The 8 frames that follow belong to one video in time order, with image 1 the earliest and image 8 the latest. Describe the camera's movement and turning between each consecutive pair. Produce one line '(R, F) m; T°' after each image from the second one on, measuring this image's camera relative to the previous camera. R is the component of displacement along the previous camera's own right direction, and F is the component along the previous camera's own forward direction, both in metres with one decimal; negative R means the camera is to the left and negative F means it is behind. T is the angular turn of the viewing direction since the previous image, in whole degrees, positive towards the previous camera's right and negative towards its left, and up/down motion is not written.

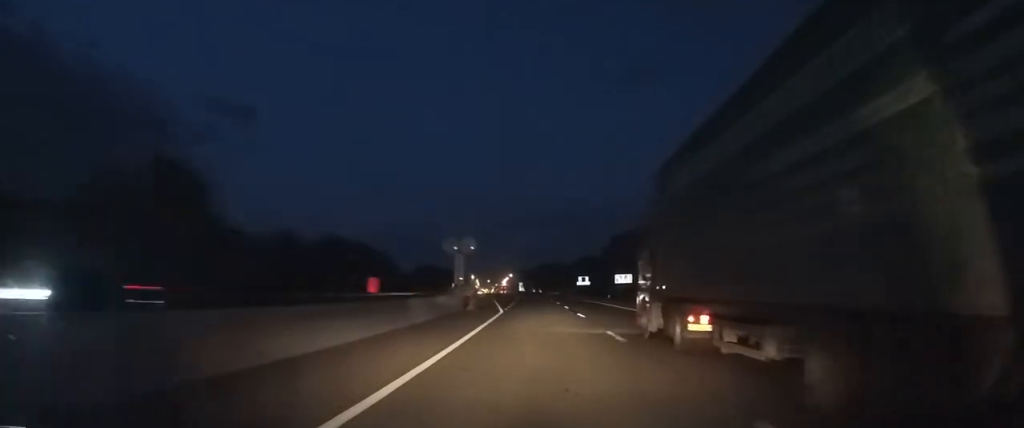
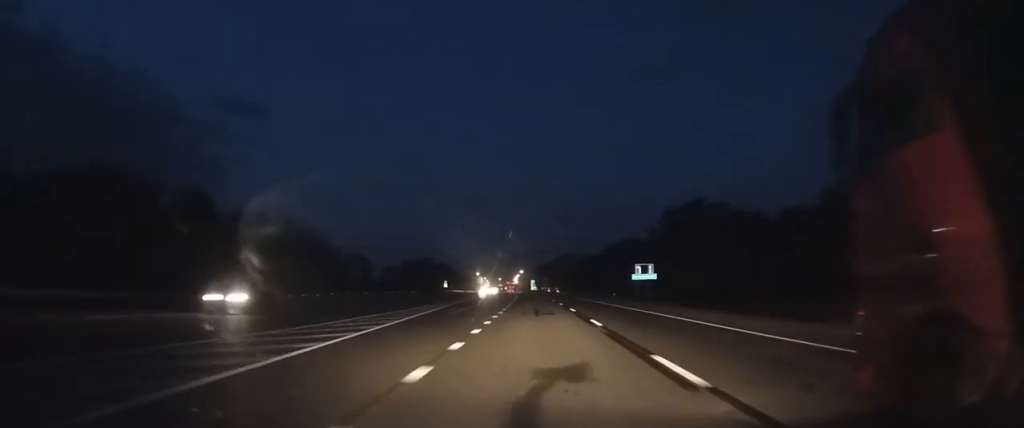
(-0.9, +59.8) m; -1°
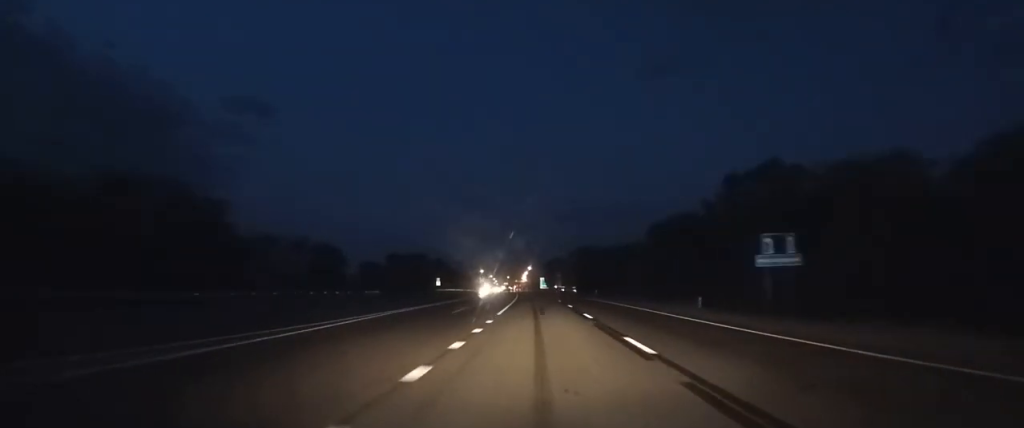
(-0.4, +33.7) m; -1°
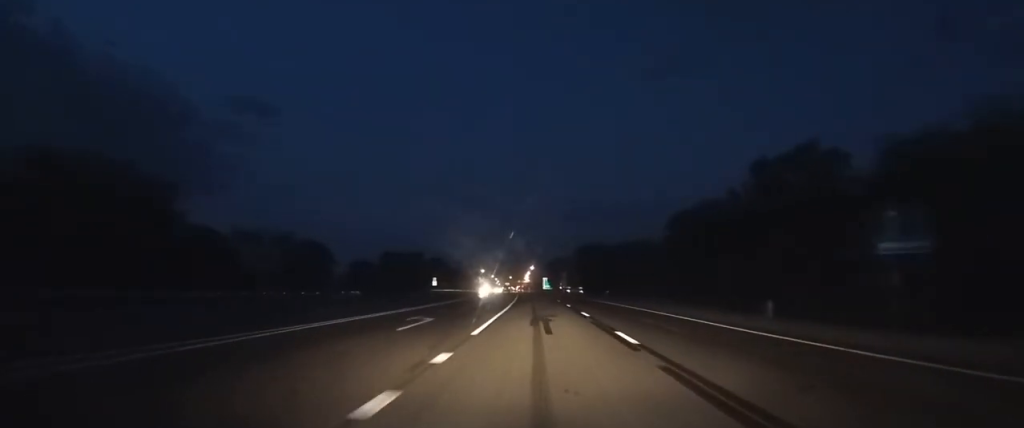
(-0.1, +11.2) m; 0°
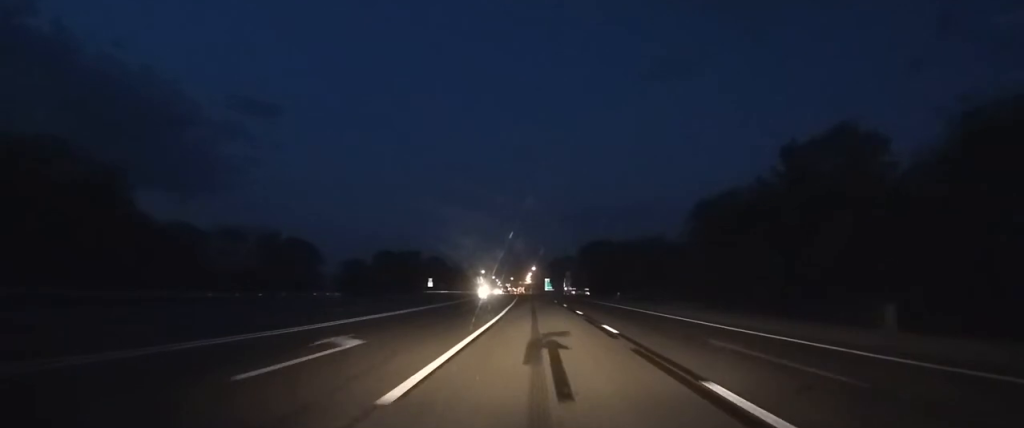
(+0.2, +9.5) m; 0°
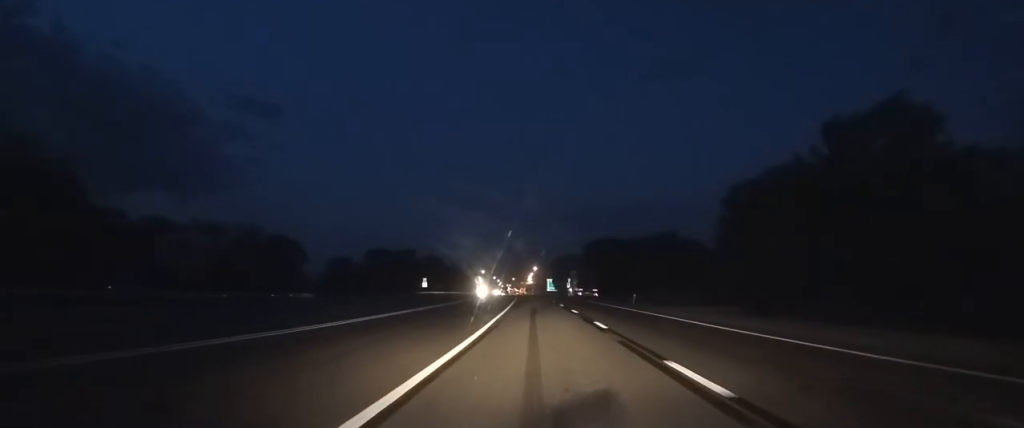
(+0.1, +10.7) m; 0°
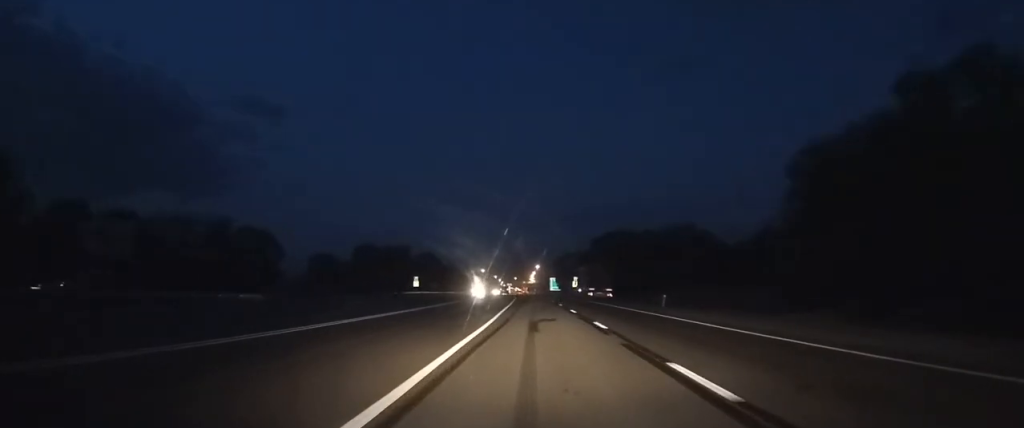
(-0.2, +13.6) m; -1°
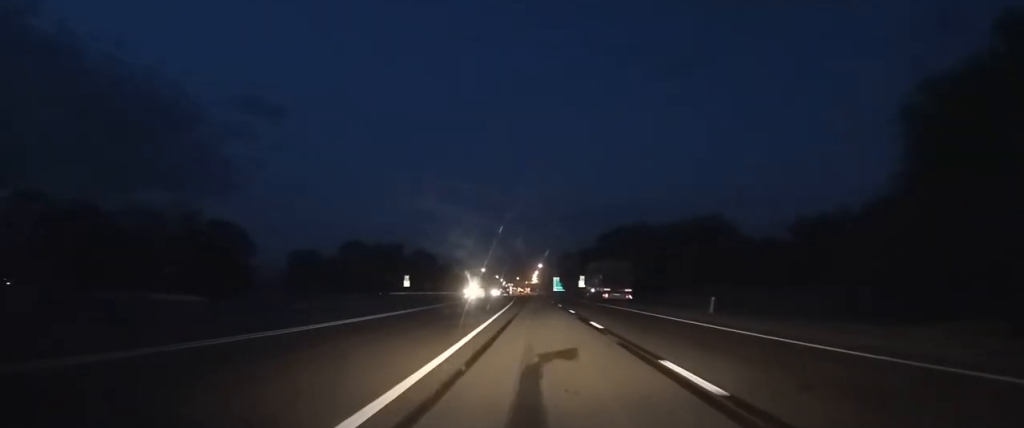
(0.0, +12.6) m; 0°
